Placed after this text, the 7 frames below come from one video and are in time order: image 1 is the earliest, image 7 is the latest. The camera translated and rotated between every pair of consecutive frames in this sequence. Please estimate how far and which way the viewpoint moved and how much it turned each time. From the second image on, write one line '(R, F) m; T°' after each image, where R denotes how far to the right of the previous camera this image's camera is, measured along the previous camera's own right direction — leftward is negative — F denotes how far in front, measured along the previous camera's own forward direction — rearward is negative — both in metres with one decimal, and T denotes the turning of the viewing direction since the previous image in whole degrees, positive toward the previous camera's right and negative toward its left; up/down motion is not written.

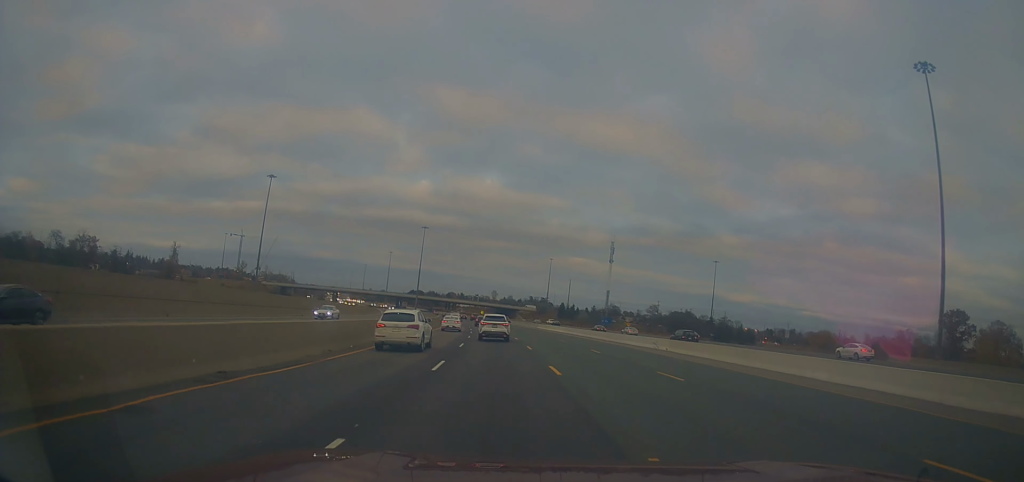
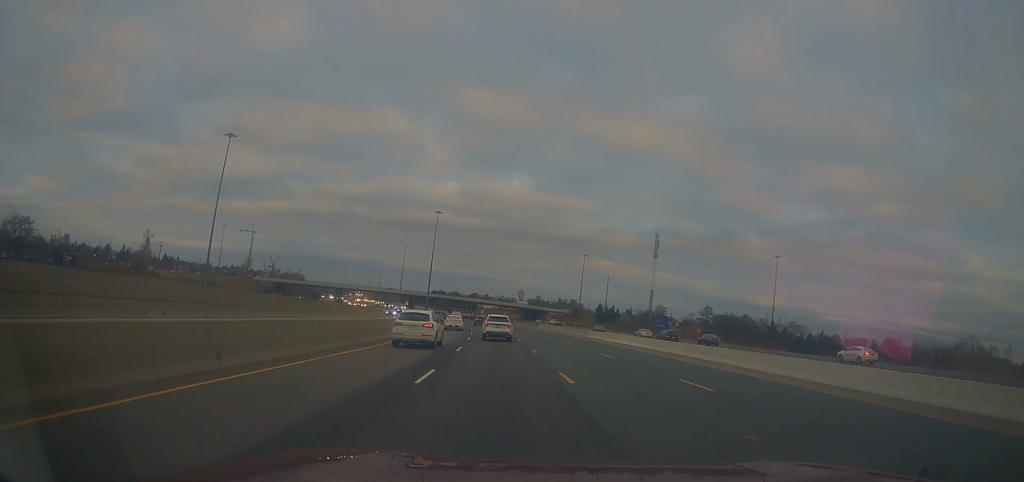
(-1.6, +39.5) m; -3°
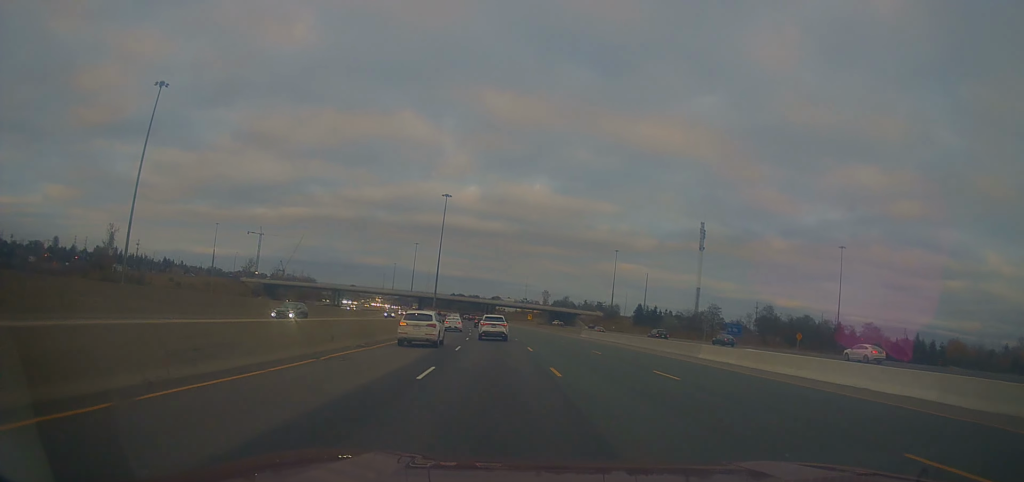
(+0.2, +35.0) m; -1°
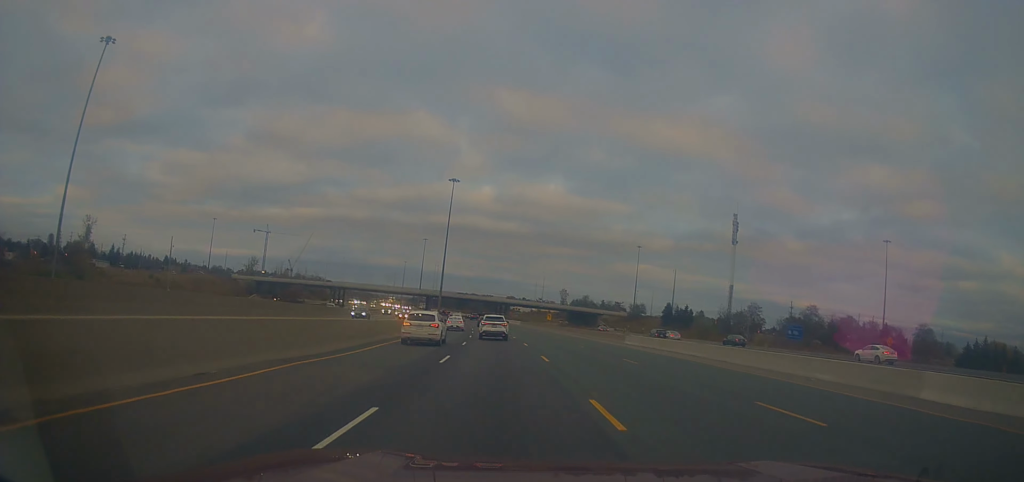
(-0.5, +19.7) m; -2°
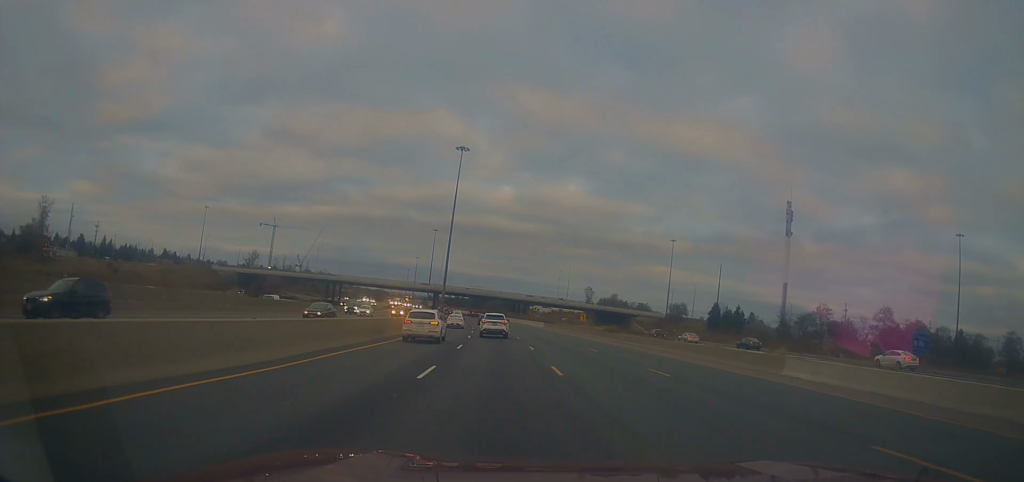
(-1.0, +28.8) m; -3°
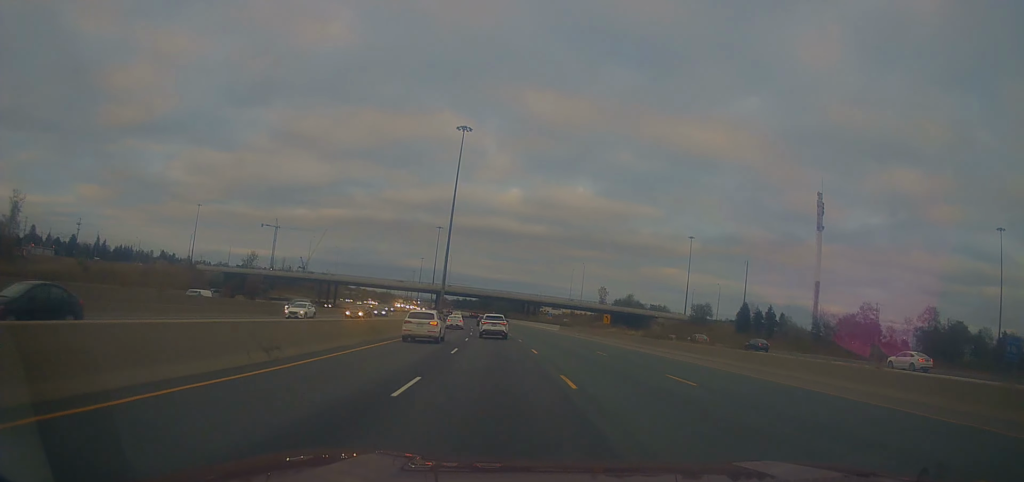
(-0.2, +14.9) m; -1°
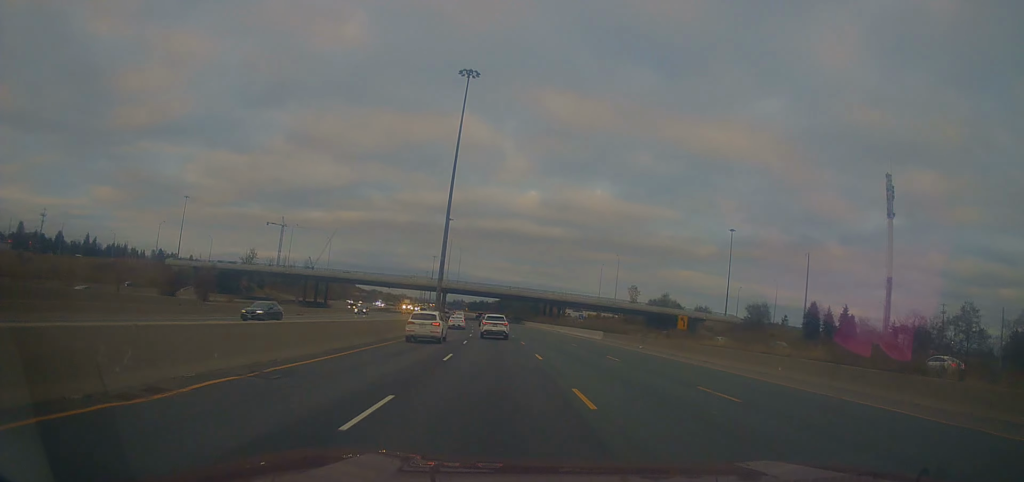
(0.0, +26.9) m; -1°
